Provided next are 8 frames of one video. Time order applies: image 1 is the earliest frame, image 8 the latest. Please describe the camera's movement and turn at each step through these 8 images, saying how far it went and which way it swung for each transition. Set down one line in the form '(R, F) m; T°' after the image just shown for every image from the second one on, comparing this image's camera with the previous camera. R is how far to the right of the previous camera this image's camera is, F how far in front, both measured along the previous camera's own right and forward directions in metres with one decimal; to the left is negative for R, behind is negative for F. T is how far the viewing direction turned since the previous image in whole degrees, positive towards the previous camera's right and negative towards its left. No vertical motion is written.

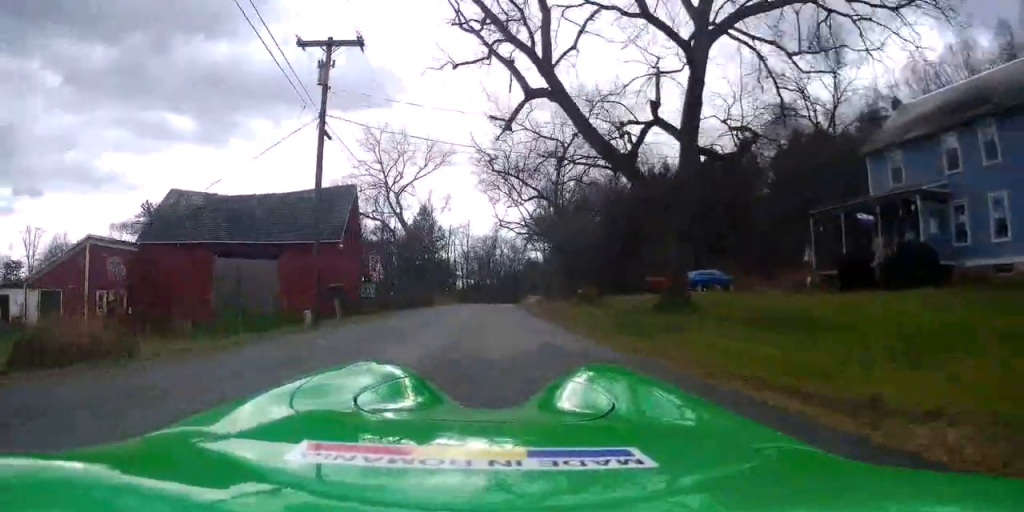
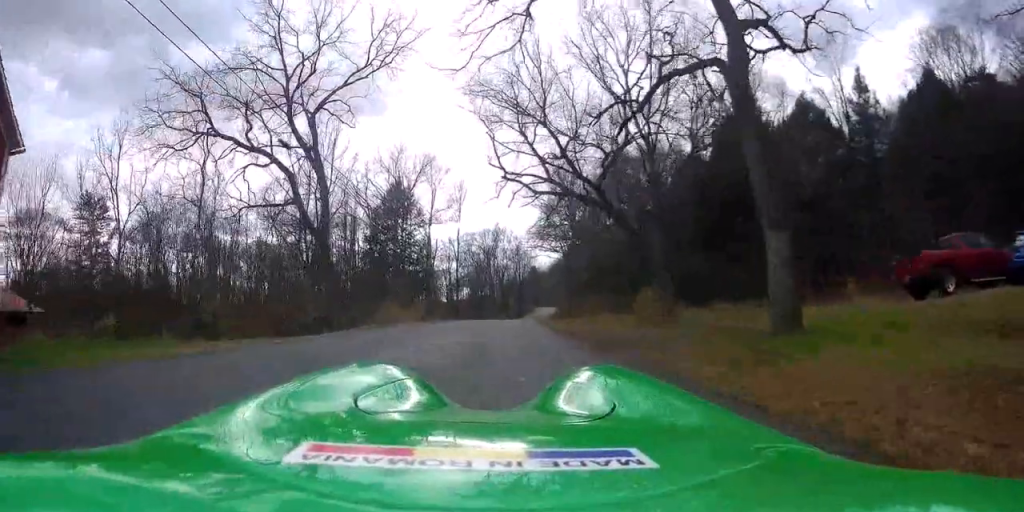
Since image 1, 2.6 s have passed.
(-5.5, +31.6) m; +3°
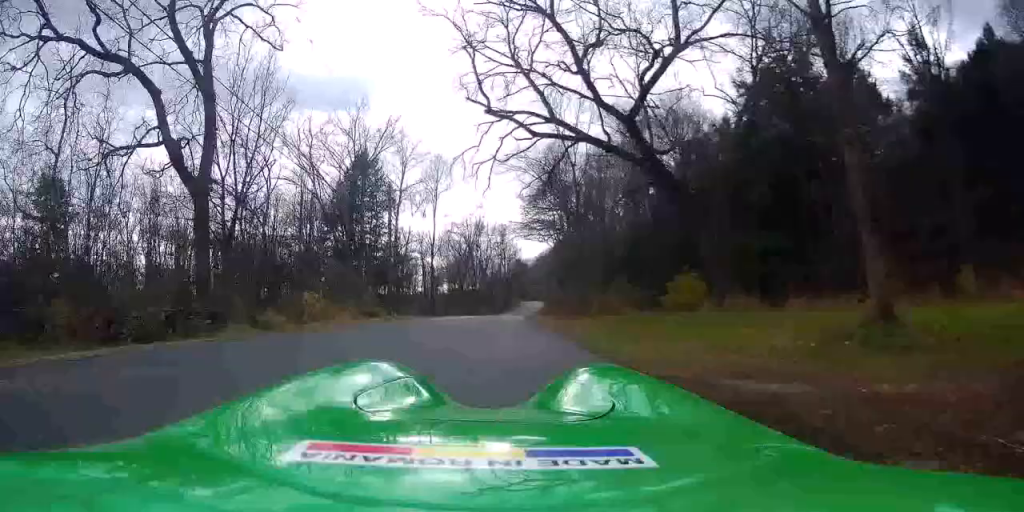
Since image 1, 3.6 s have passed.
(+2.1, +13.6) m; +9°
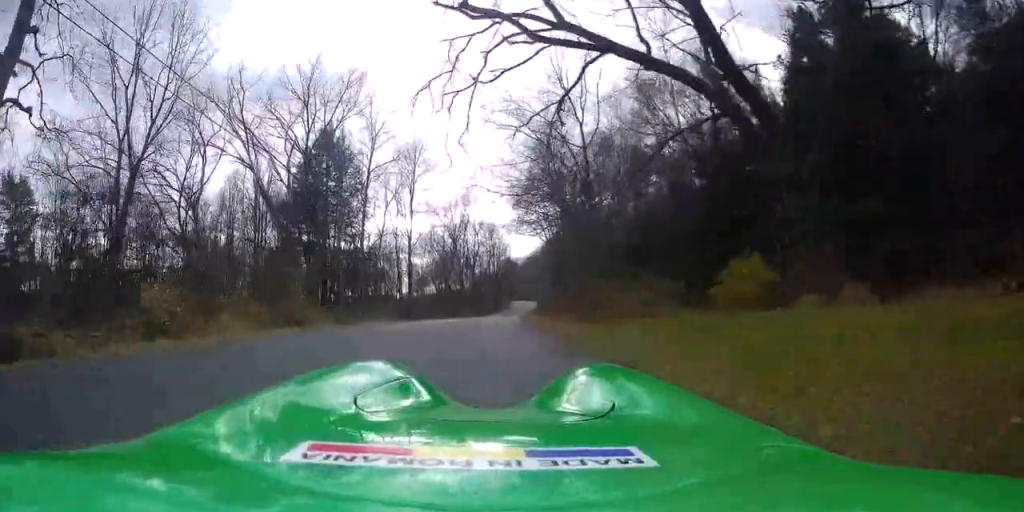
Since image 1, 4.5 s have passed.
(0.0, +11.1) m; 0°
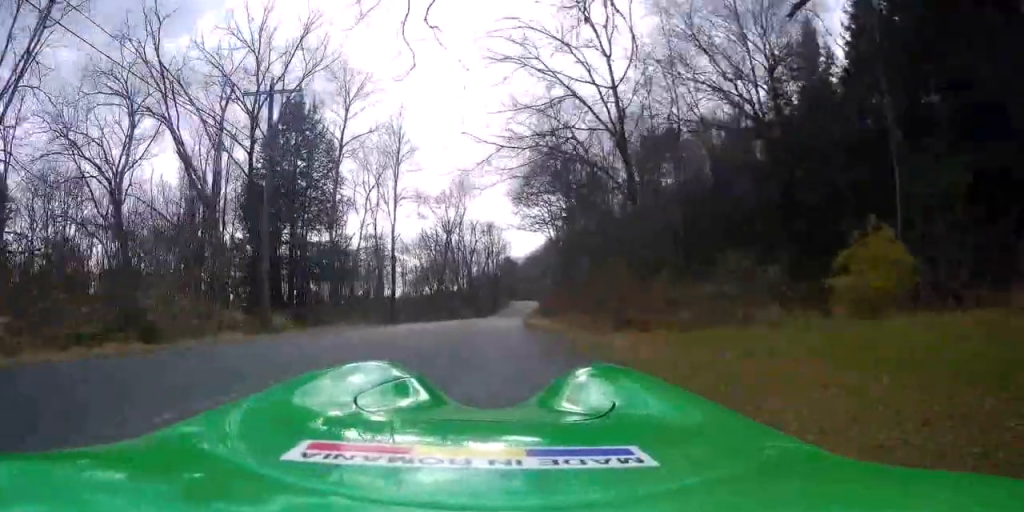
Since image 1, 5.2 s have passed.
(0.0, +9.9) m; 0°
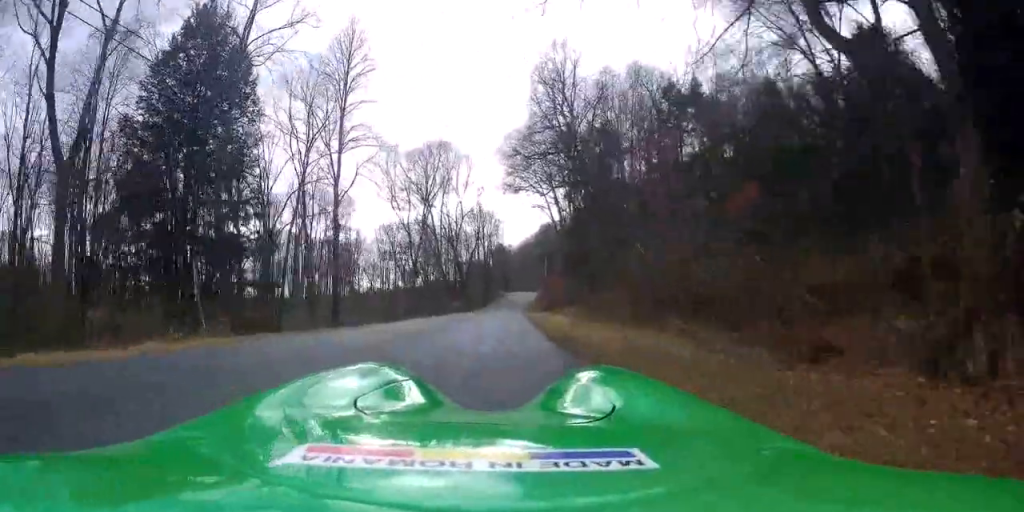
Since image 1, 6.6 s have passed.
(0.0, +18.6) m; -5°
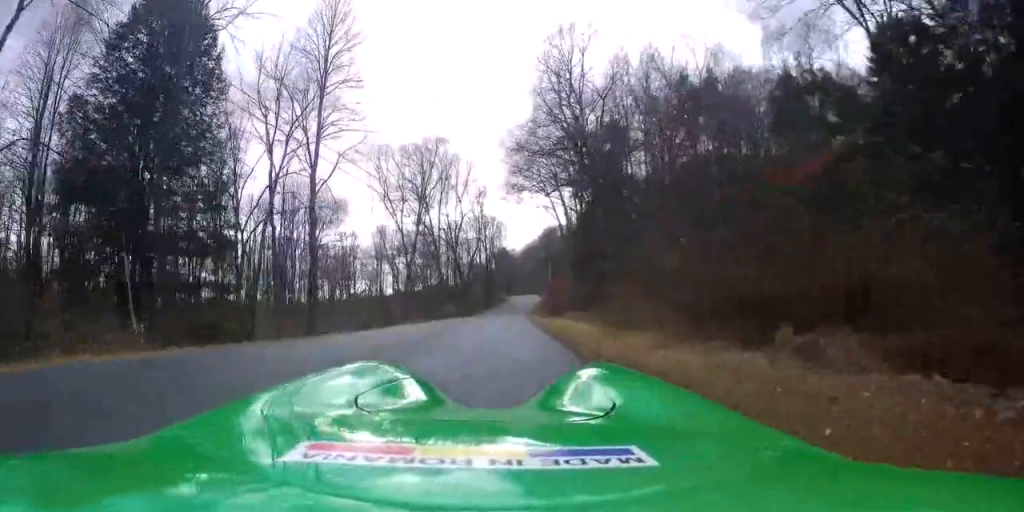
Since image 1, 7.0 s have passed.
(+0.2, +5.4) m; -3°
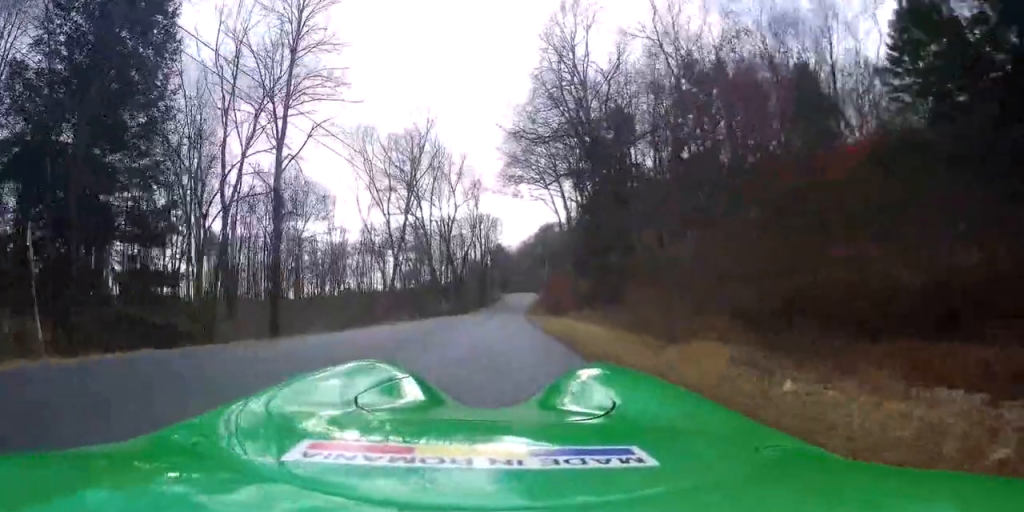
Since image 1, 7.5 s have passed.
(-0.8, +5.3) m; -1°
